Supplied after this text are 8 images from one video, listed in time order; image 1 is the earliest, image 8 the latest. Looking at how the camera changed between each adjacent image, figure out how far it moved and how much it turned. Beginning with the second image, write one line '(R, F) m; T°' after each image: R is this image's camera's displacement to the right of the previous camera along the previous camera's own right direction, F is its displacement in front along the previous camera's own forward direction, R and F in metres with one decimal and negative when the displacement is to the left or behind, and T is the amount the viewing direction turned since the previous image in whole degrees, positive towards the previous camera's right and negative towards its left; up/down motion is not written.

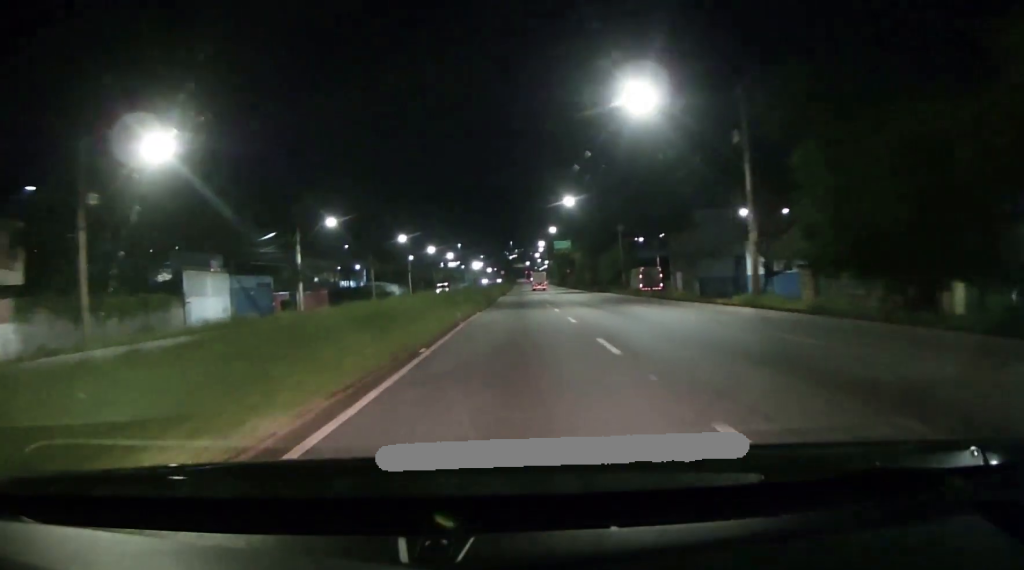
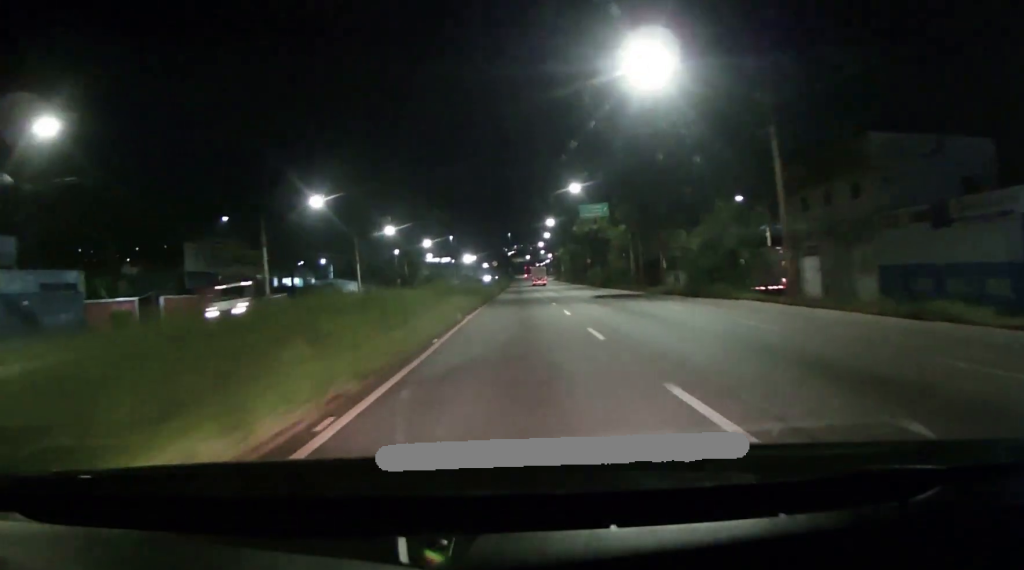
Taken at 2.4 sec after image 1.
(-0.2, +41.5) m; +1°
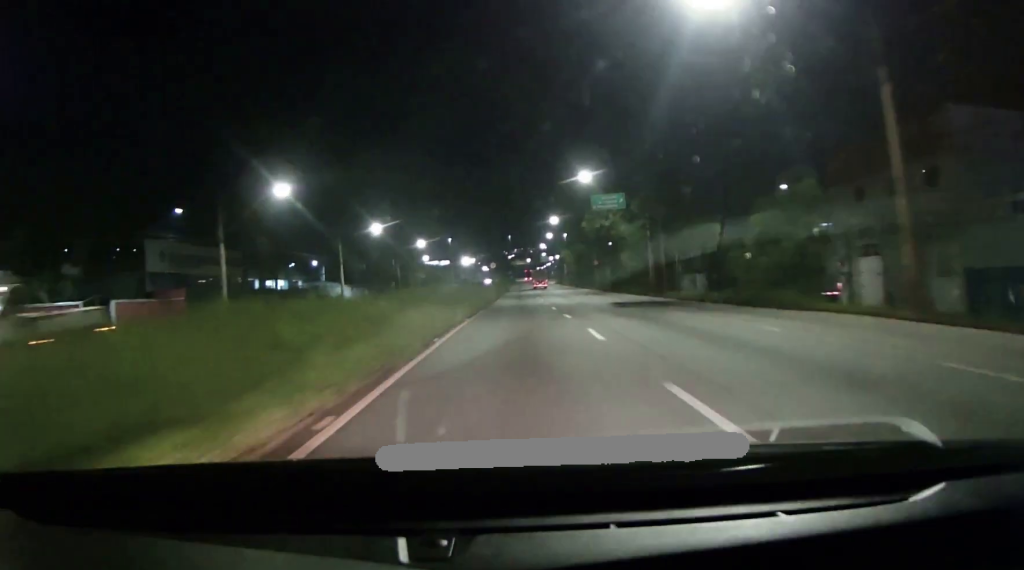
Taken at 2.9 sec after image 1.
(+0.3, +8.6) m; 0°
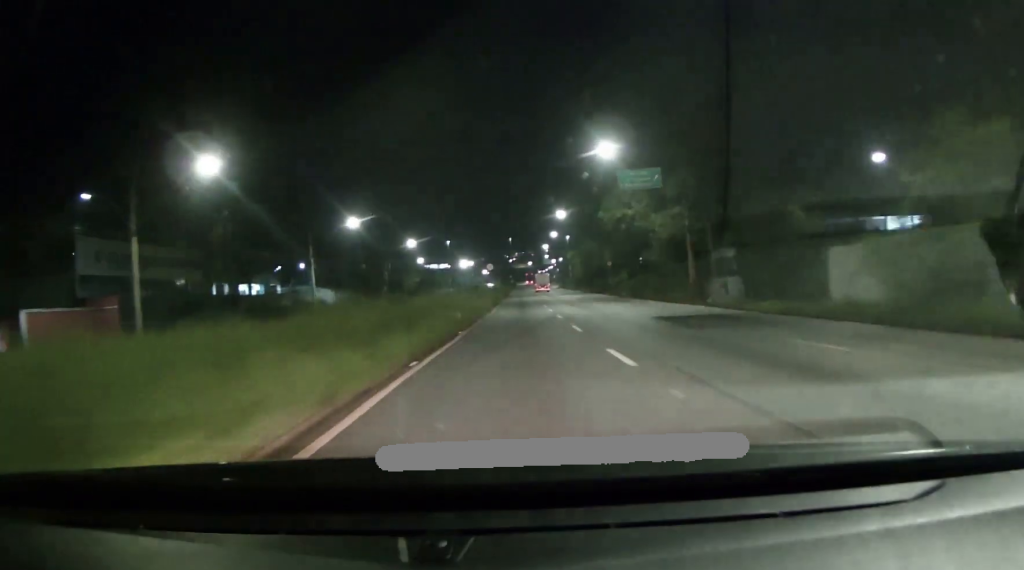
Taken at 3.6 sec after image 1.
(0.0, +12.1) m; -1°
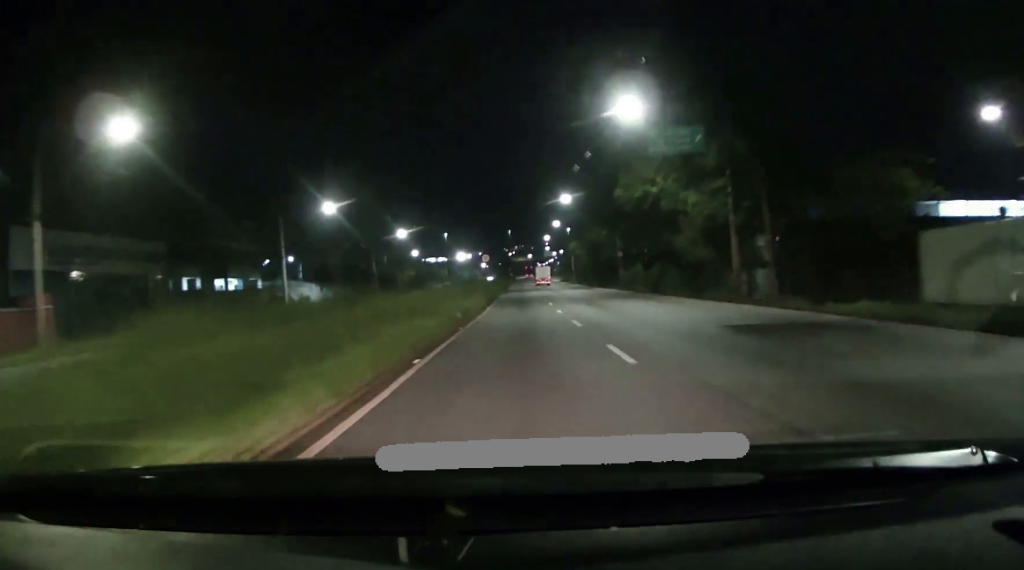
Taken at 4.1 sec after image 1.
(-0.2, +8.6) m; -1°
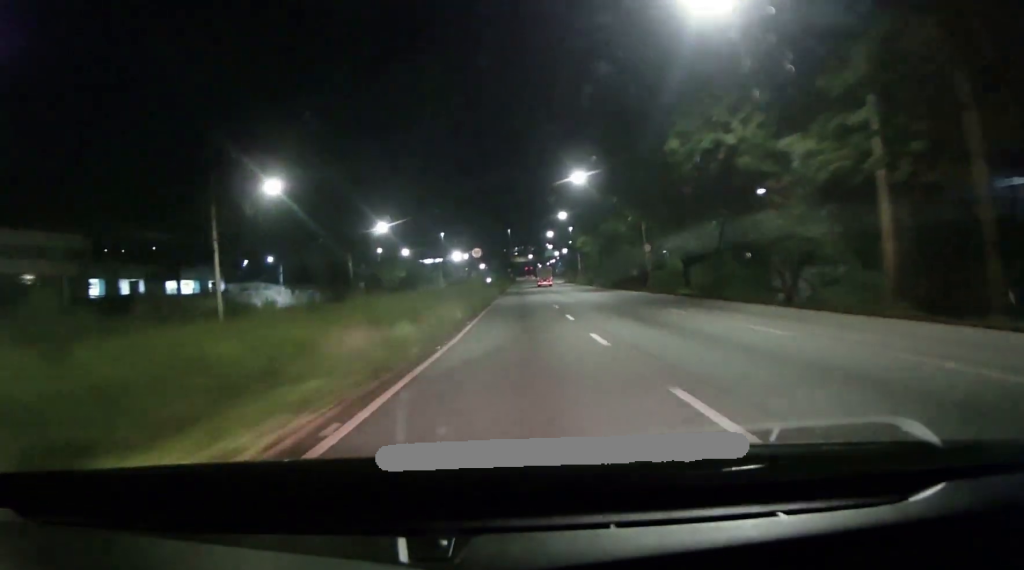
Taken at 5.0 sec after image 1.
(-0.1, +14.3) m; +1°
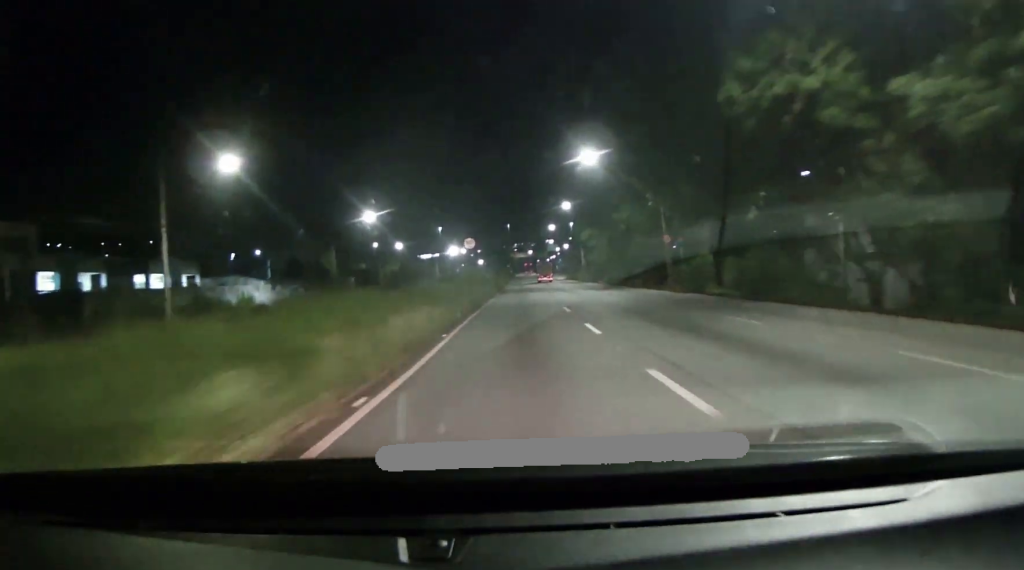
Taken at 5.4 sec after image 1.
(-0.1, +7.4) m; +1°
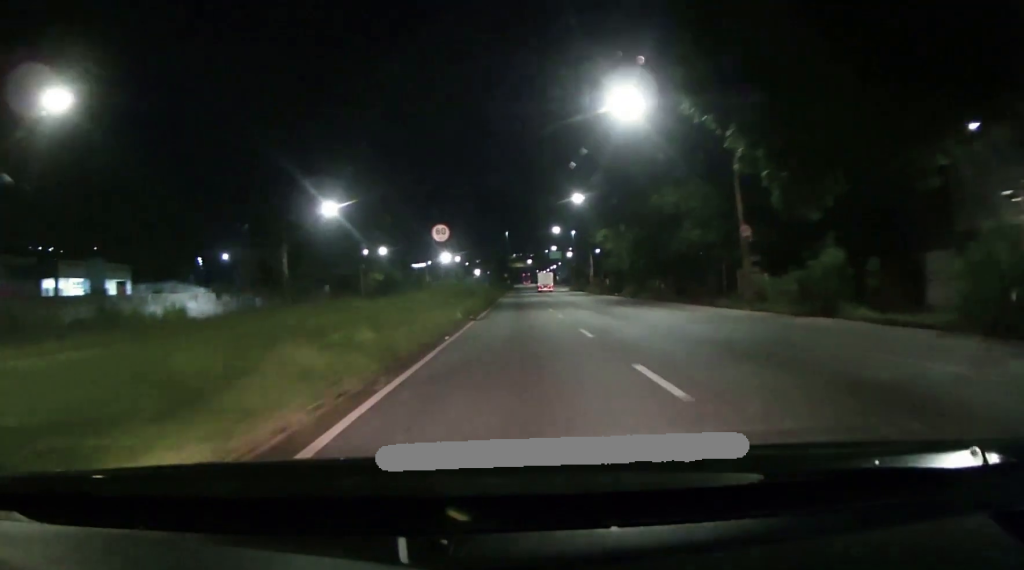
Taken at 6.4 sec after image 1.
(+0.5, +16.4) m; 0°
